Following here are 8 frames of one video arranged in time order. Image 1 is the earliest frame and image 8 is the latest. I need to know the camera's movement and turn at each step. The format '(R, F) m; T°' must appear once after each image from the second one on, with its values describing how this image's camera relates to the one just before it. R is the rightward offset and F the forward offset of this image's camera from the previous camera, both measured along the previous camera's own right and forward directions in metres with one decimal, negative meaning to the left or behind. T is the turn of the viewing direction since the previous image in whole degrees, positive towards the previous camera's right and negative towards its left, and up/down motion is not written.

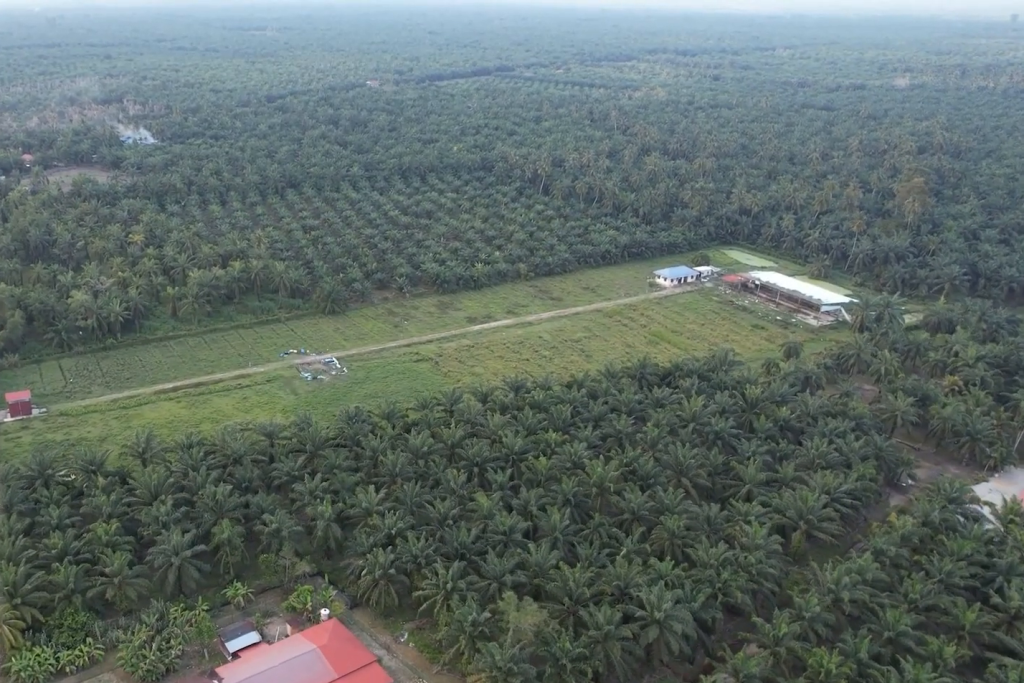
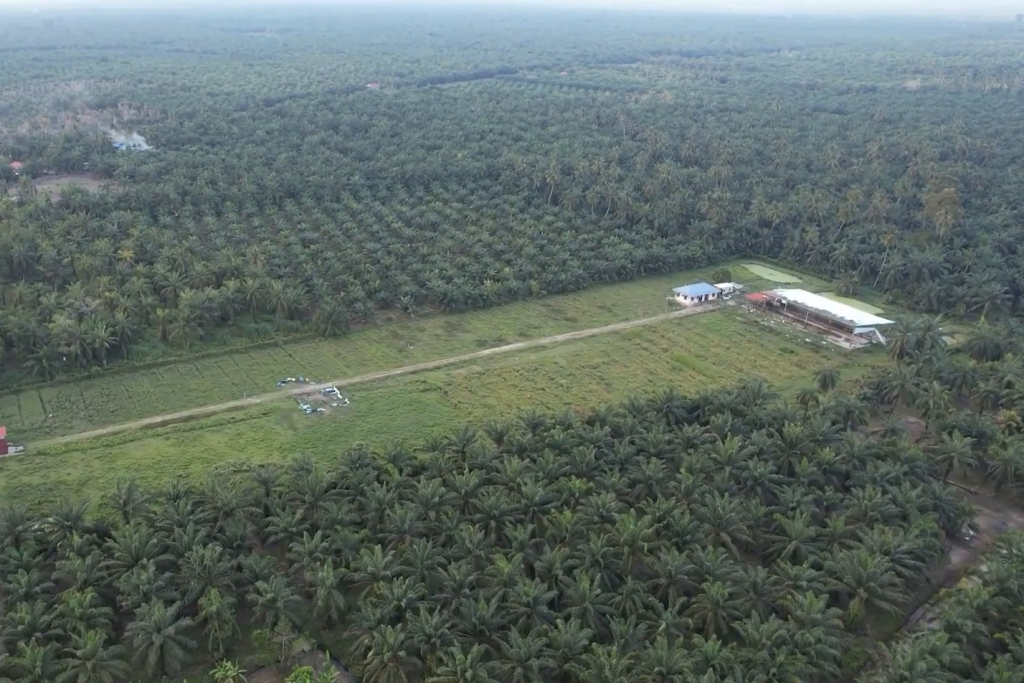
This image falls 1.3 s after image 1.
(0.0, +18.5) m; 0°
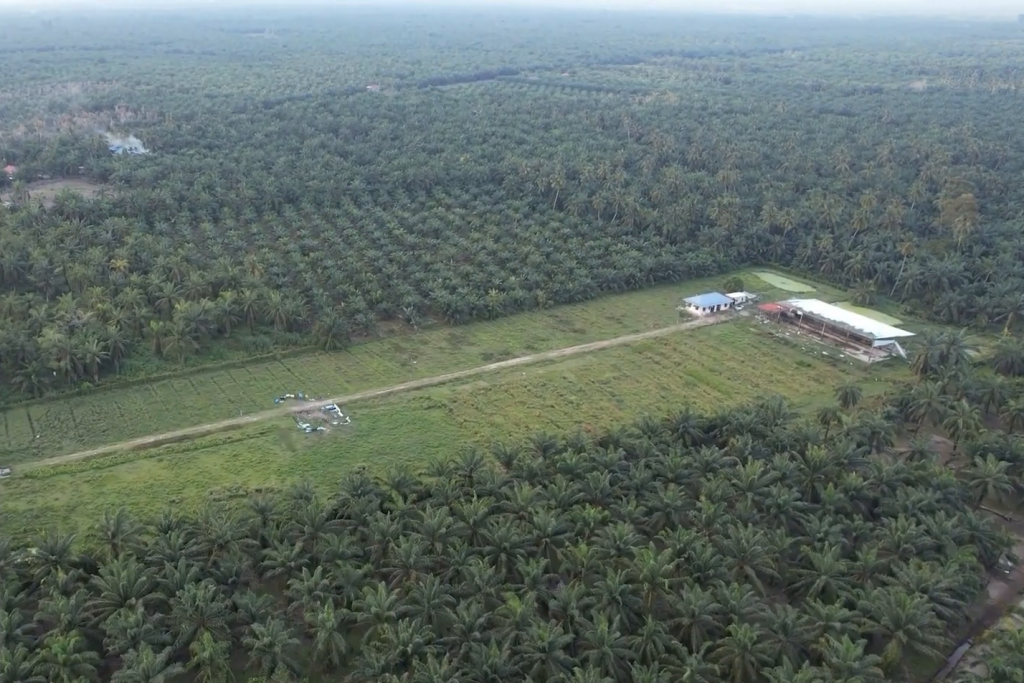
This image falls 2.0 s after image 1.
(0.0, +9.5) m; 0°
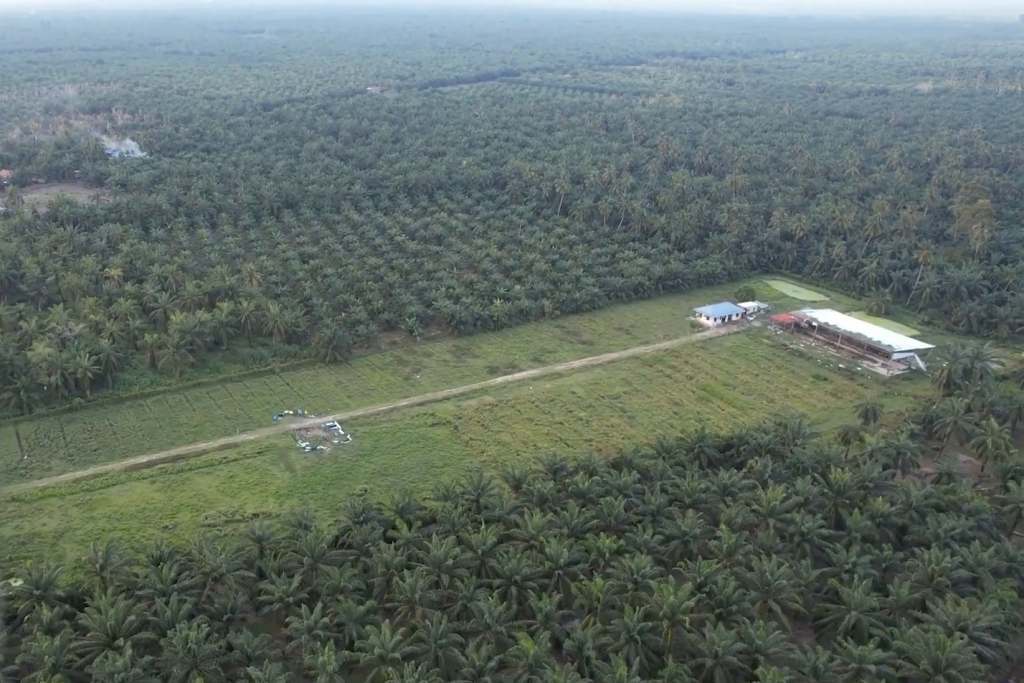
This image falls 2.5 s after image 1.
(0.0, +8.3) m; 0°
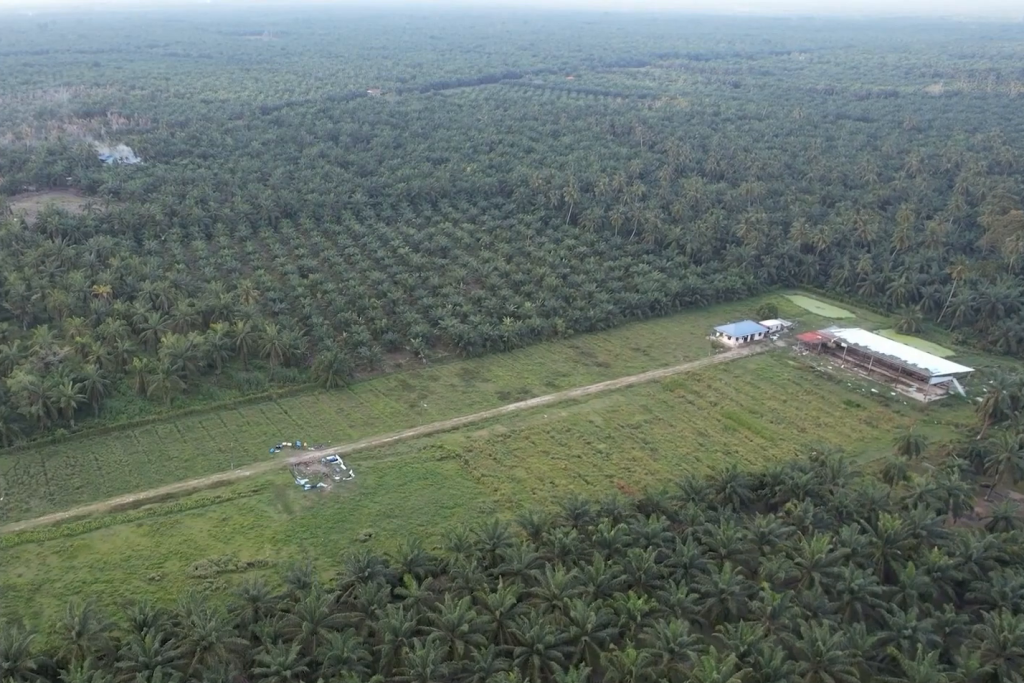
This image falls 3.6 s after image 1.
(0.0, +15.5) m; 0°
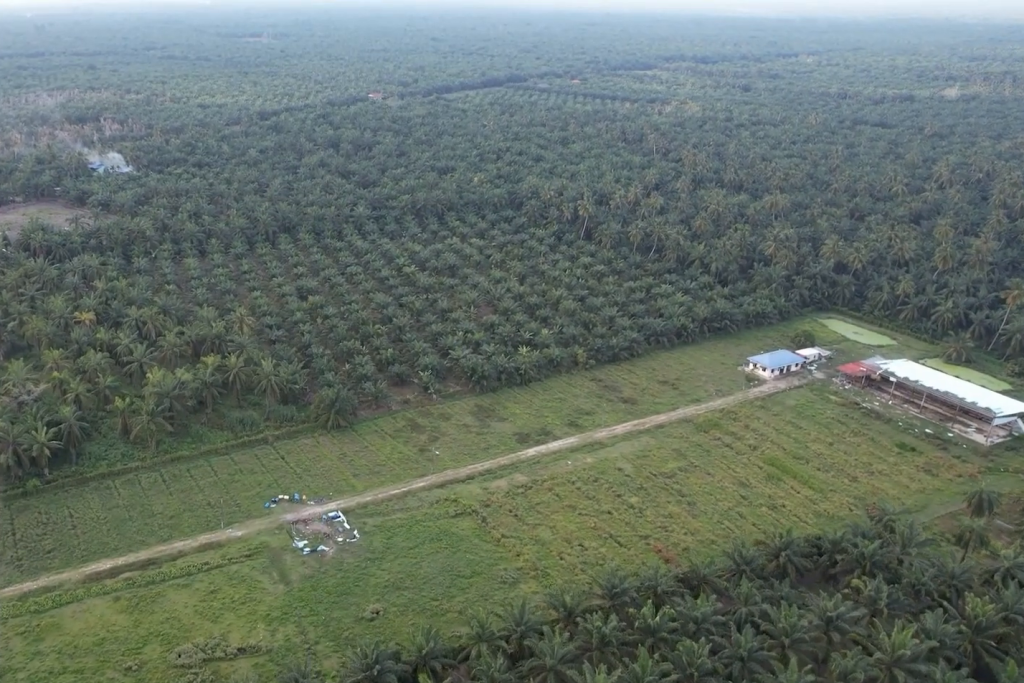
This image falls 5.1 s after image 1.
(0.0, +21.4) m; 0°
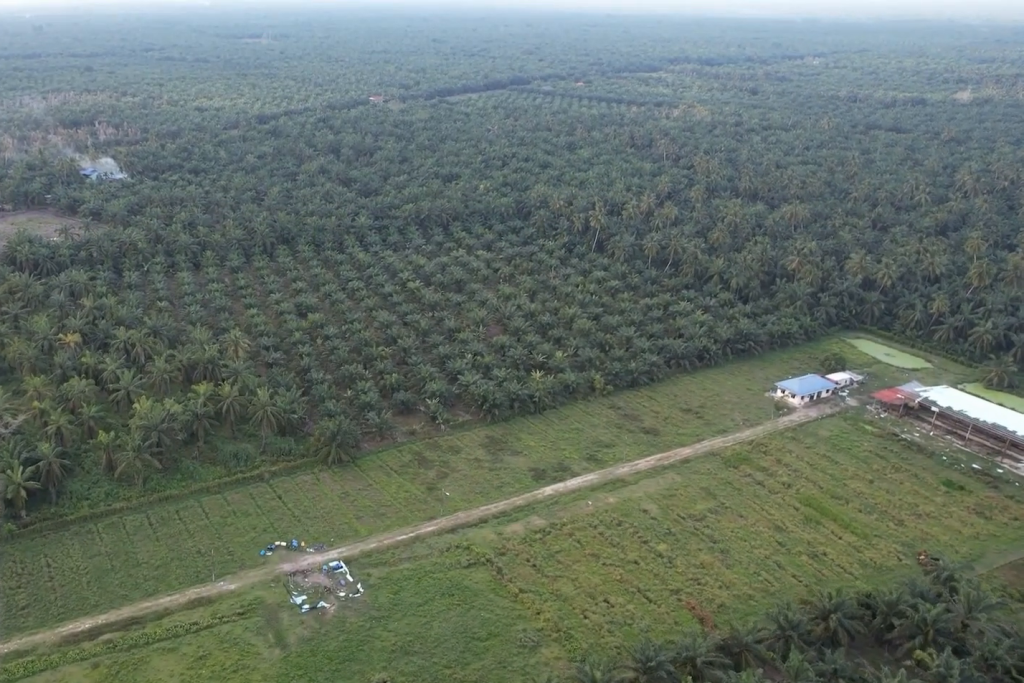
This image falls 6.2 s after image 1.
(0.0, +15.4) m; 0°
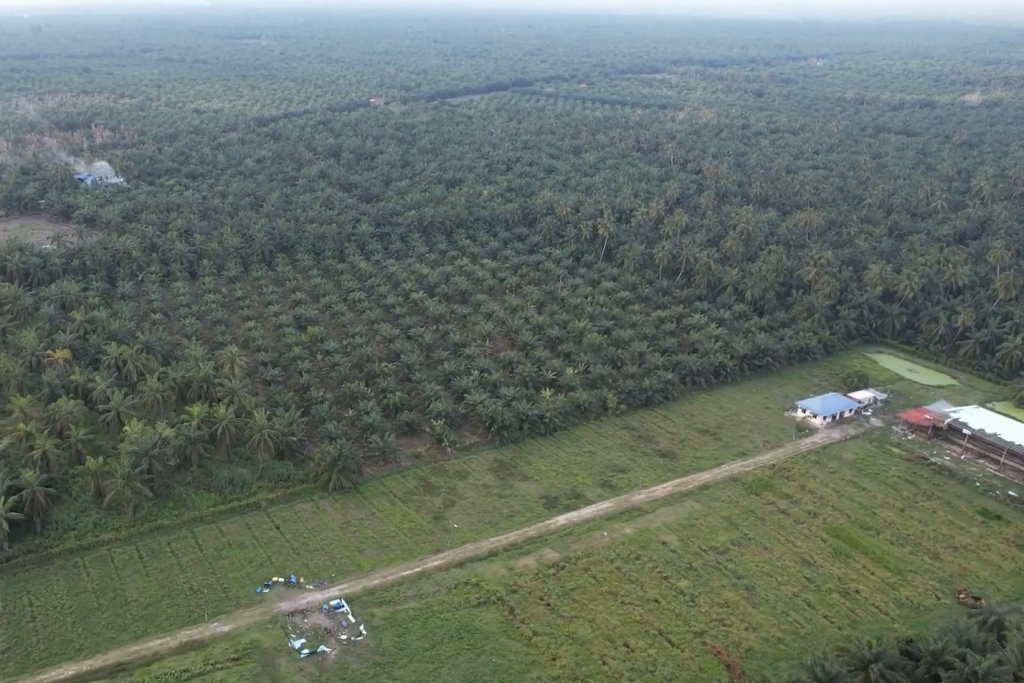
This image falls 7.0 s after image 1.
(0.0, +10.7) m; 0°
